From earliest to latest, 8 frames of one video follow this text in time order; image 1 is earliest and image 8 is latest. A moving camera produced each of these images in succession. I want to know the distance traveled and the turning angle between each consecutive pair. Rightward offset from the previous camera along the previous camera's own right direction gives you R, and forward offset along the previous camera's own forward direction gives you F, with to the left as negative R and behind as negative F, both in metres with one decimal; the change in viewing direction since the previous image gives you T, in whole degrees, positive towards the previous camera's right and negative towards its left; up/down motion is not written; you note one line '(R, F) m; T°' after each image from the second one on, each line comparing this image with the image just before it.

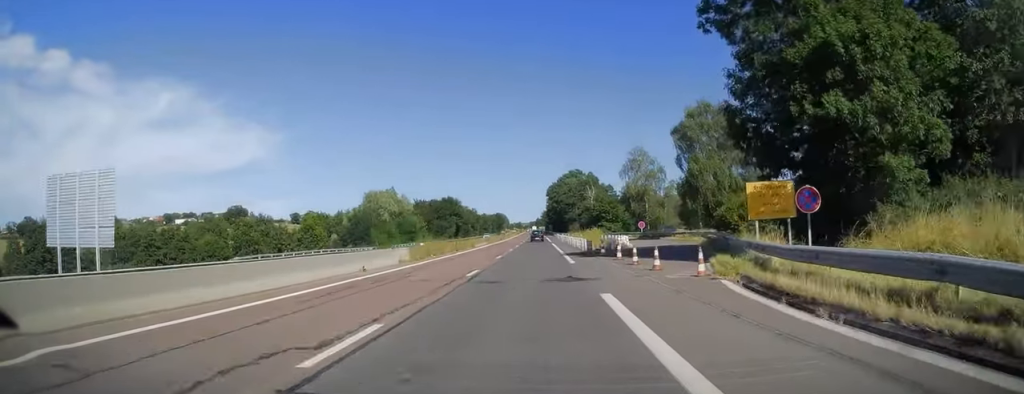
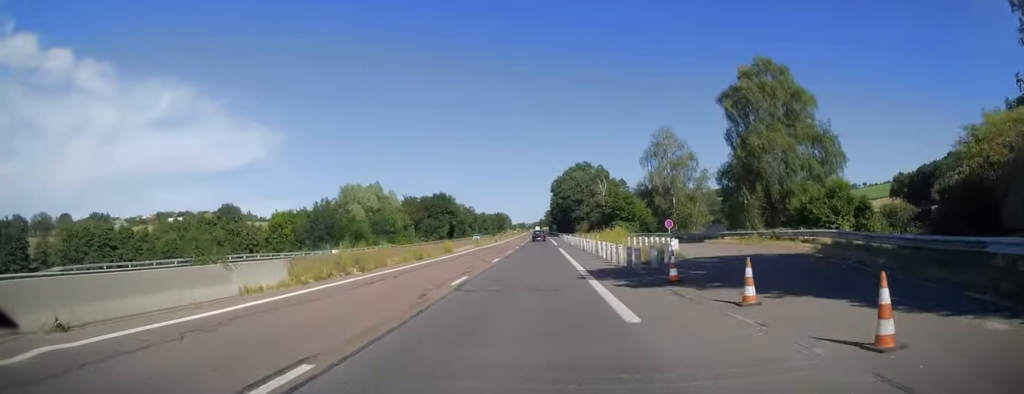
(+0.1, +16.6) m; 0°
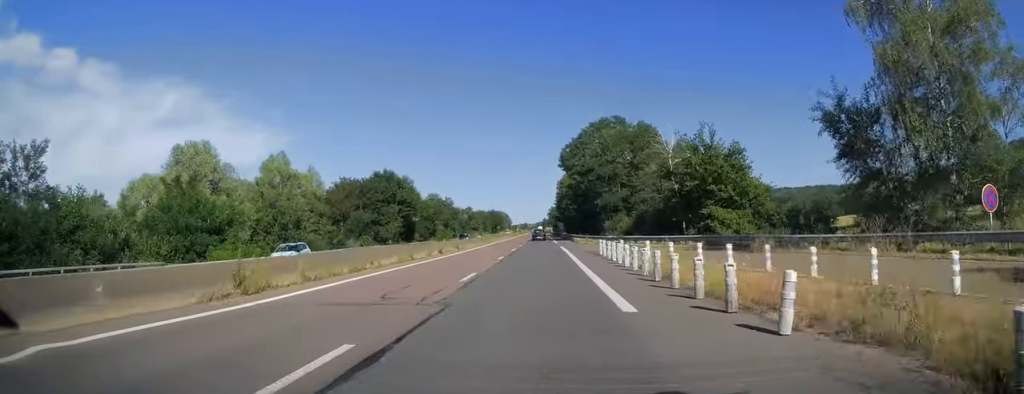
(-0.7, +51.1) m; -1°
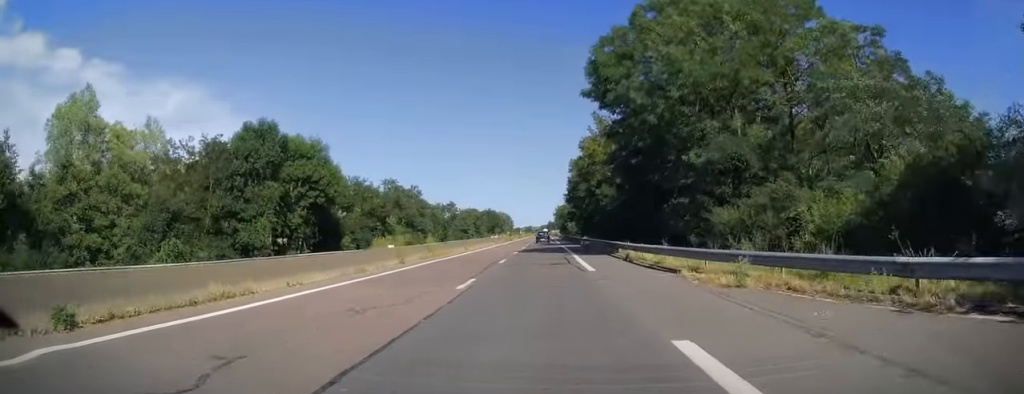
(-0.2, +41.6) m; -1°
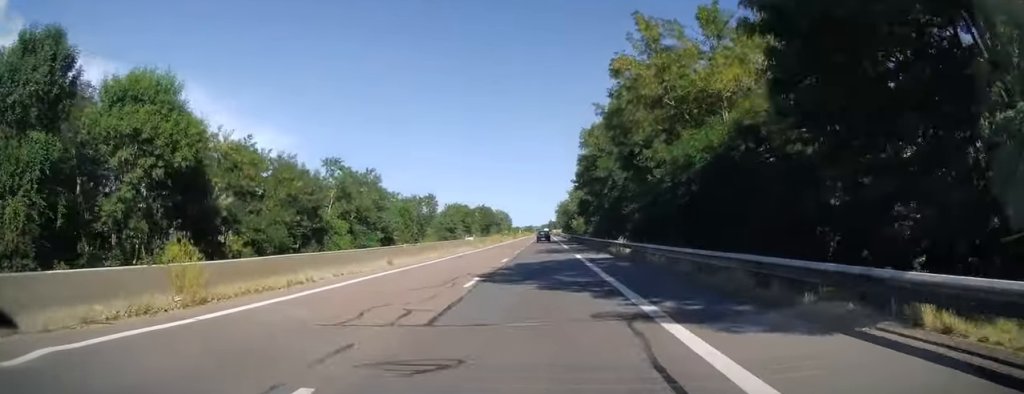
(-0.3, +25.6) m; 0°
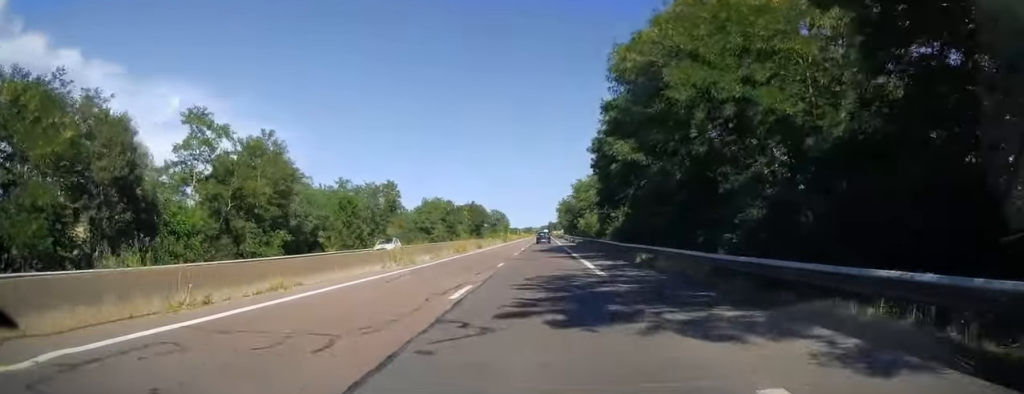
(+0.4, +28.6) m; +1°
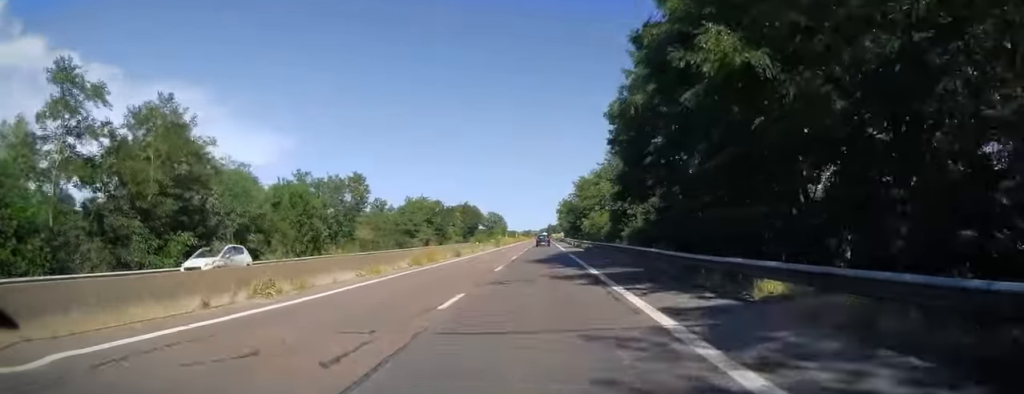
(0.0, +14.1) m; 0°
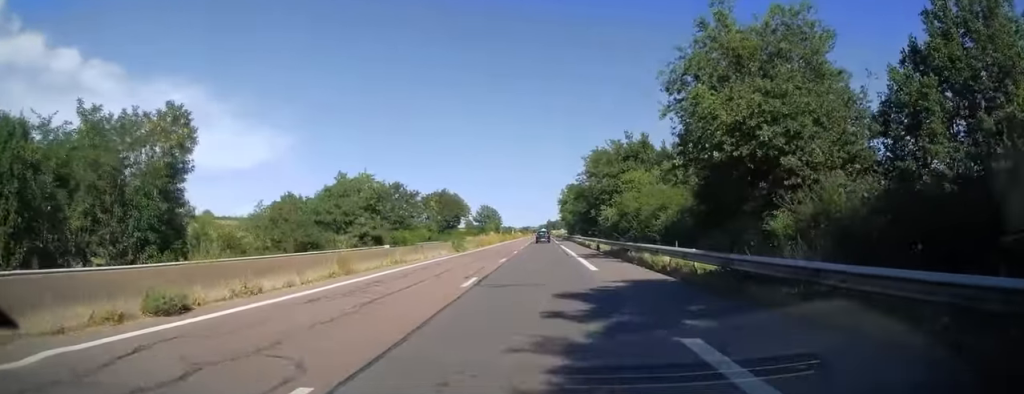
(0.0, +35.5) m; 0°
